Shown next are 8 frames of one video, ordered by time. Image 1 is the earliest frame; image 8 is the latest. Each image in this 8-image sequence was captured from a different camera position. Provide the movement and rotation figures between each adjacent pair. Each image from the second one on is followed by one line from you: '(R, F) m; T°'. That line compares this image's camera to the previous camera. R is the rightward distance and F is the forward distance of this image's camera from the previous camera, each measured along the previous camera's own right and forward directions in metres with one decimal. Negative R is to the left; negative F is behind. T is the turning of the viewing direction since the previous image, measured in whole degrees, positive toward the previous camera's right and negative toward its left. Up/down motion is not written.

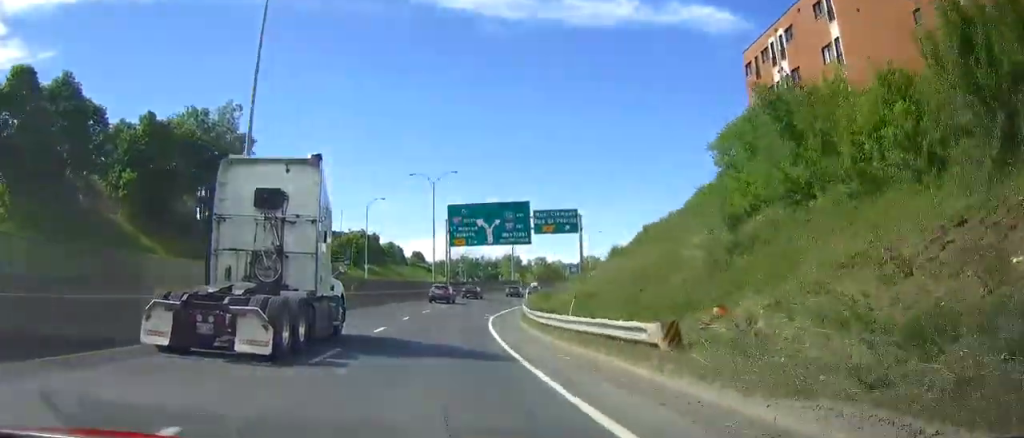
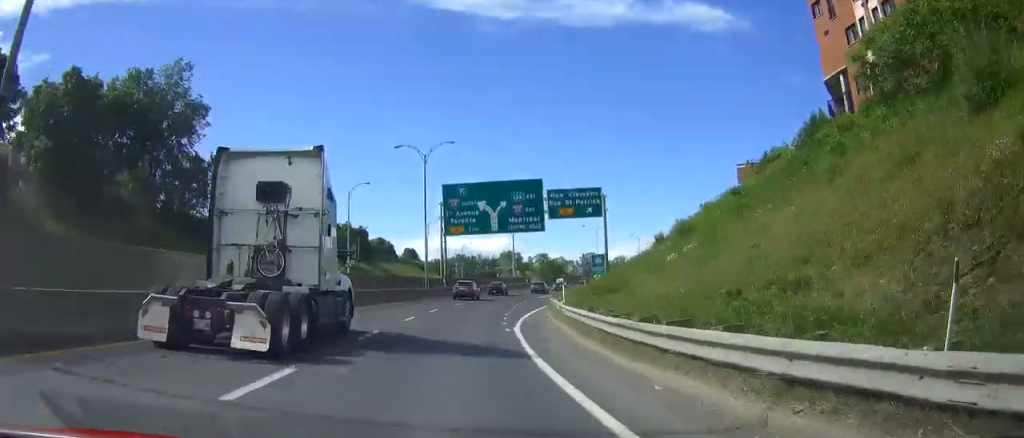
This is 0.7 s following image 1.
(+1.0, +14.9) m; +4°
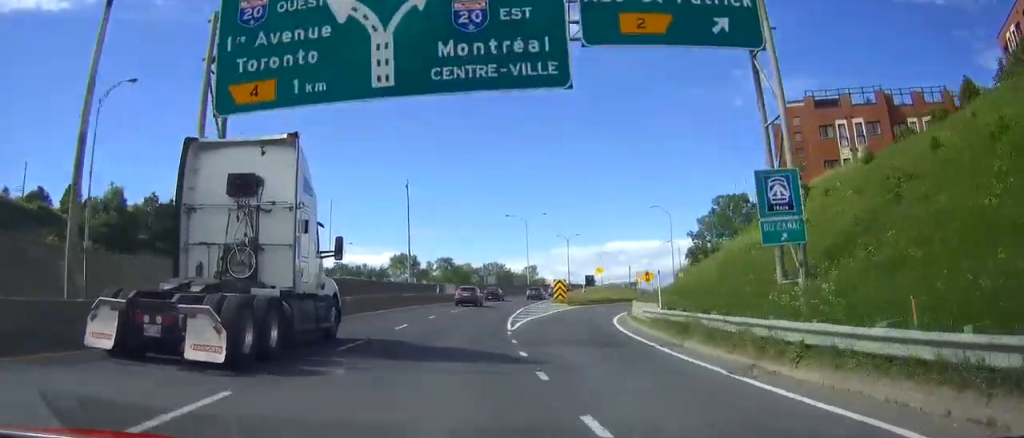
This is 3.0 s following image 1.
(0.0, +49.3) m; 0°
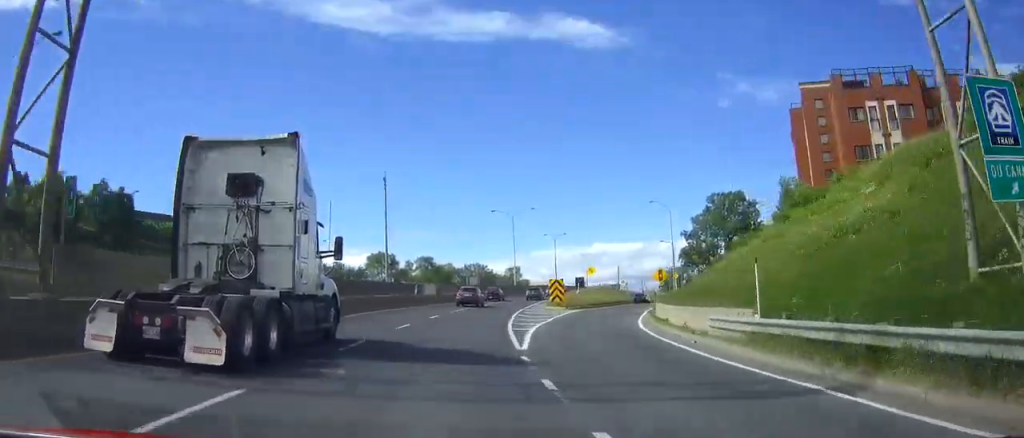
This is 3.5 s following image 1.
(0.0, +9.1) m; 0°
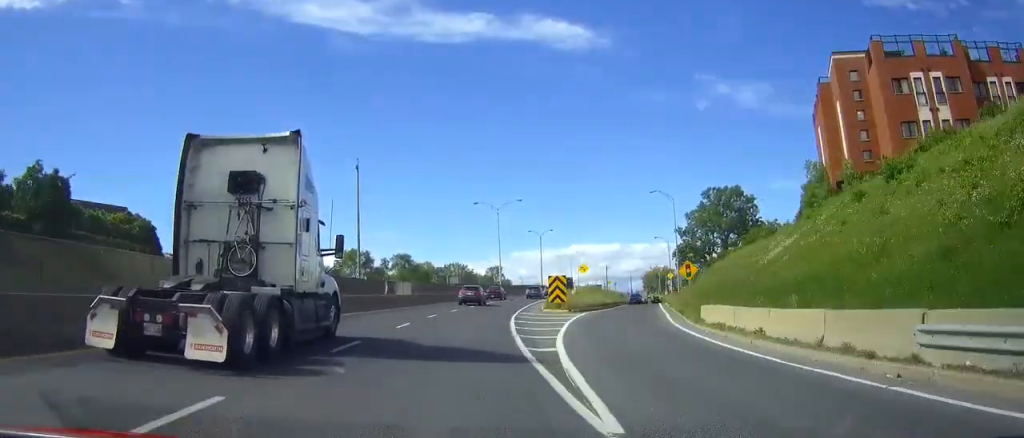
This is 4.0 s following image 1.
(0.0, +10.5) m; 0°
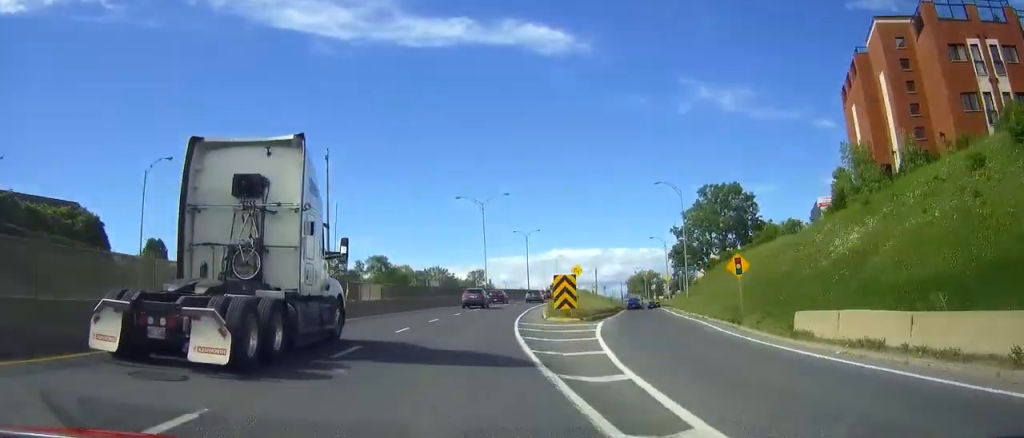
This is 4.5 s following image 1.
(0.0, +10.4) m; 0°
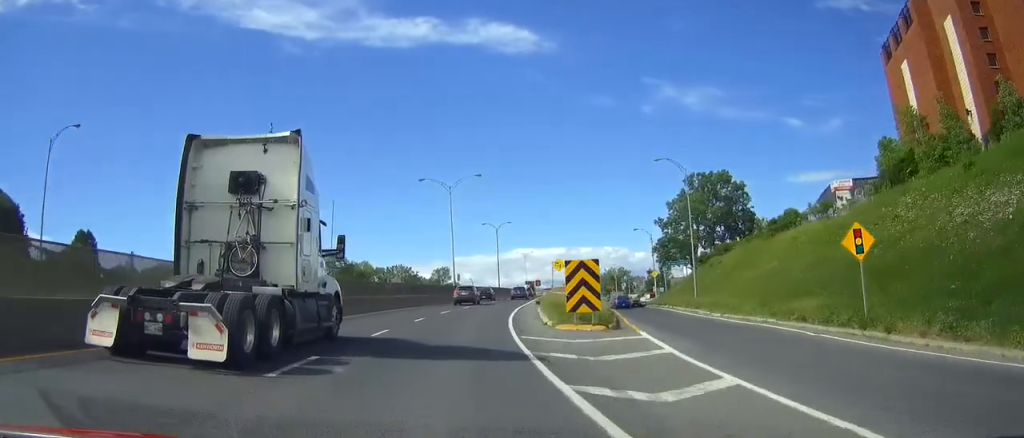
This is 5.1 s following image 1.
(0.0, +13.2) m; 0°
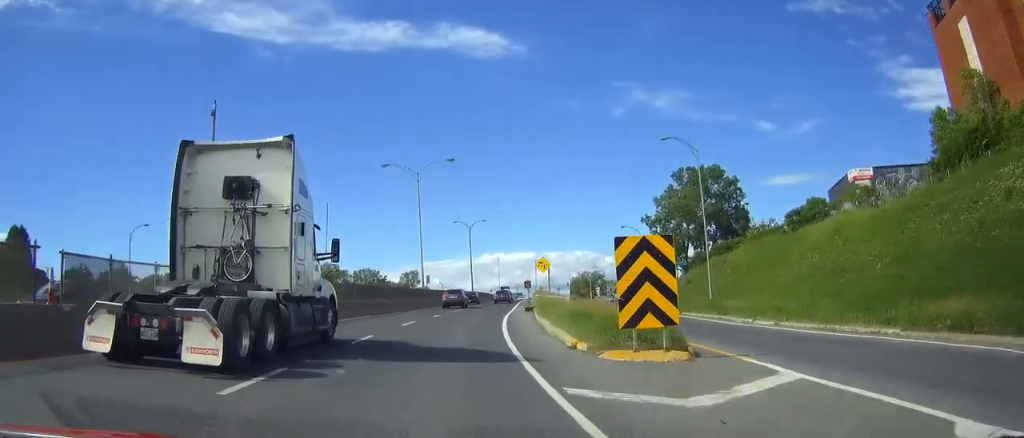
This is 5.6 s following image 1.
(0.0, +11.1) m; 0°
